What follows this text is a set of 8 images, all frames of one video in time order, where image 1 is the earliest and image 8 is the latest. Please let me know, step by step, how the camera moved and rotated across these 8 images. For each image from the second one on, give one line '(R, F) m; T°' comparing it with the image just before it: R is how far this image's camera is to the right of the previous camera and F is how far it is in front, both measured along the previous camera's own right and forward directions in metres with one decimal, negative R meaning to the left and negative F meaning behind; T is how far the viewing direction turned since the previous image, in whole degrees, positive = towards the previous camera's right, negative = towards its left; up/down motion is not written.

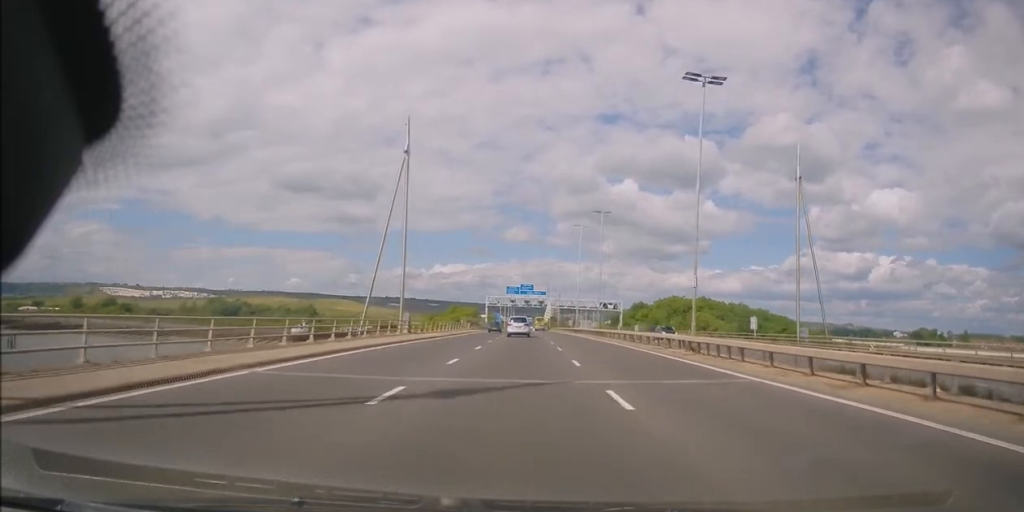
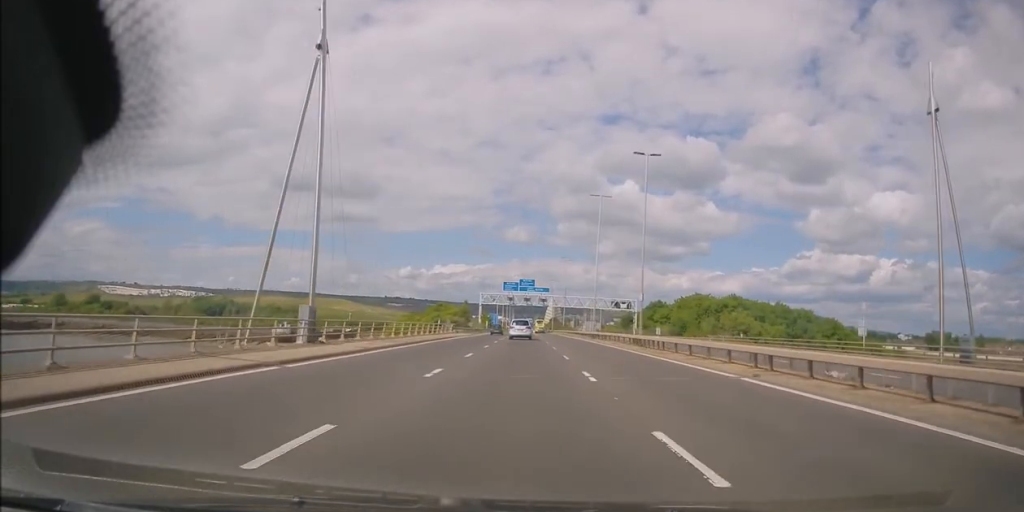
(-0.1, +20.6) m; 0°
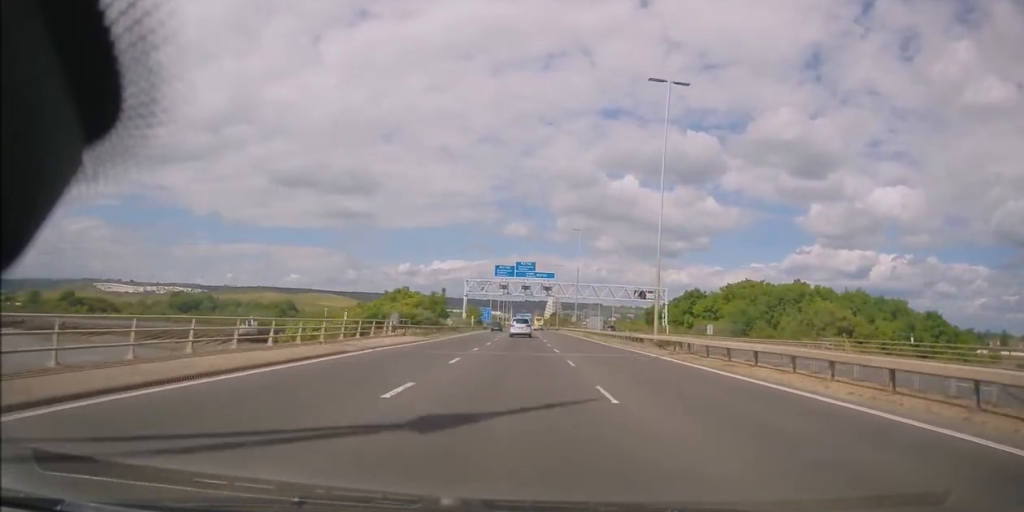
(+0.3, +31.4) m; 0°
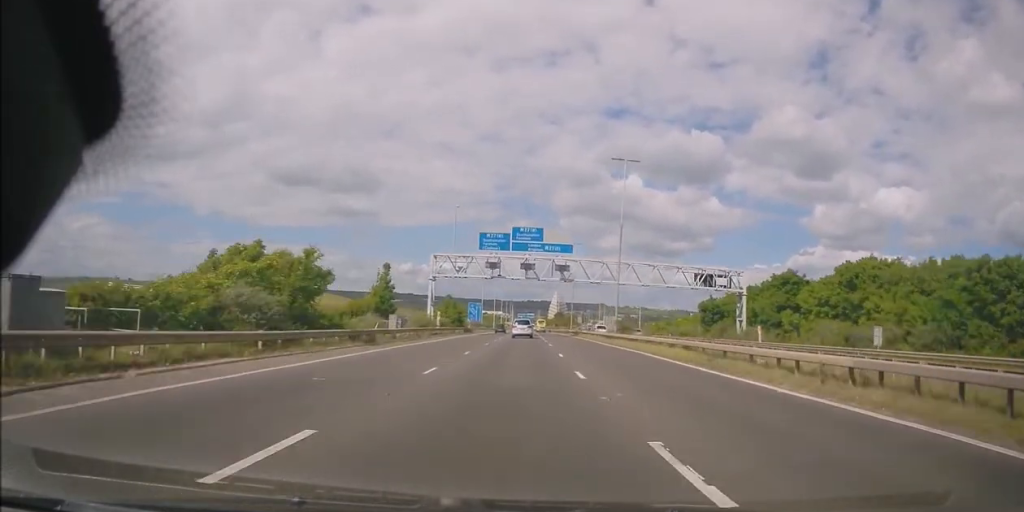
(-0.1, +38.6) m; 0°
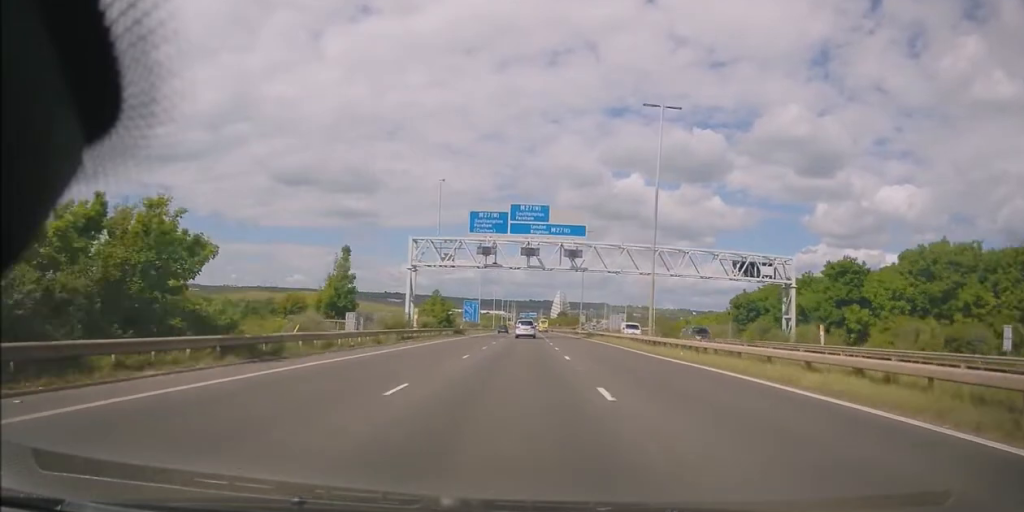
(0.0, +13.0) m; 0°
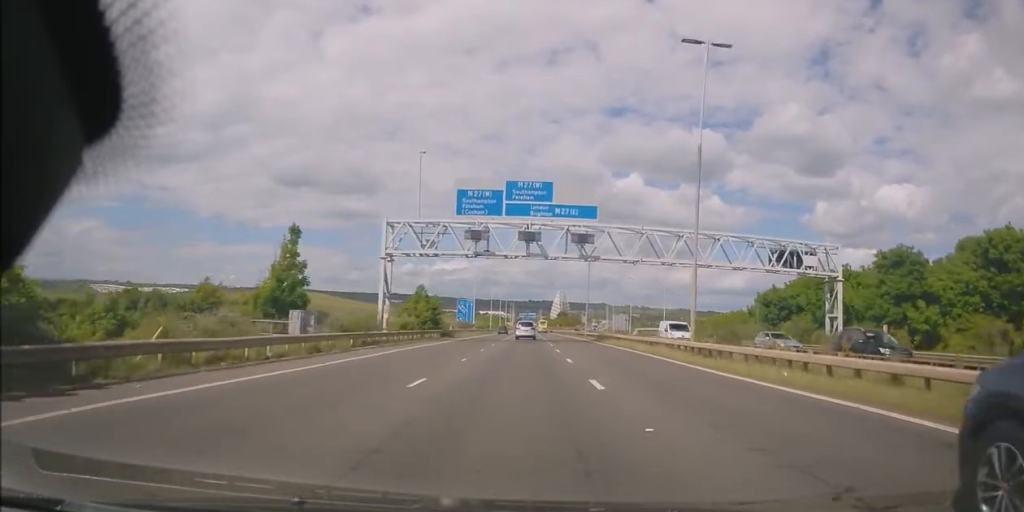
(0.0, +9.3) m; 0°
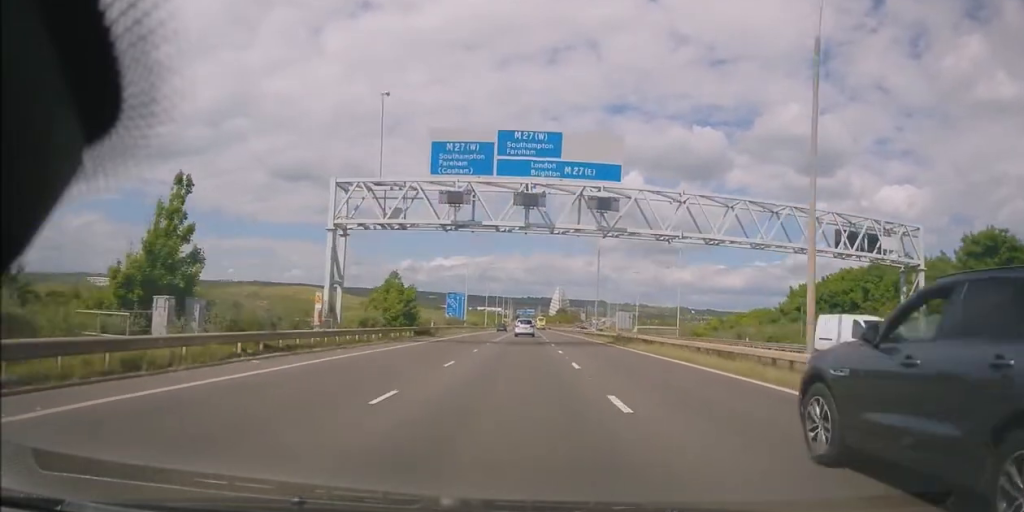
(0.0, +11.6) m; 0°
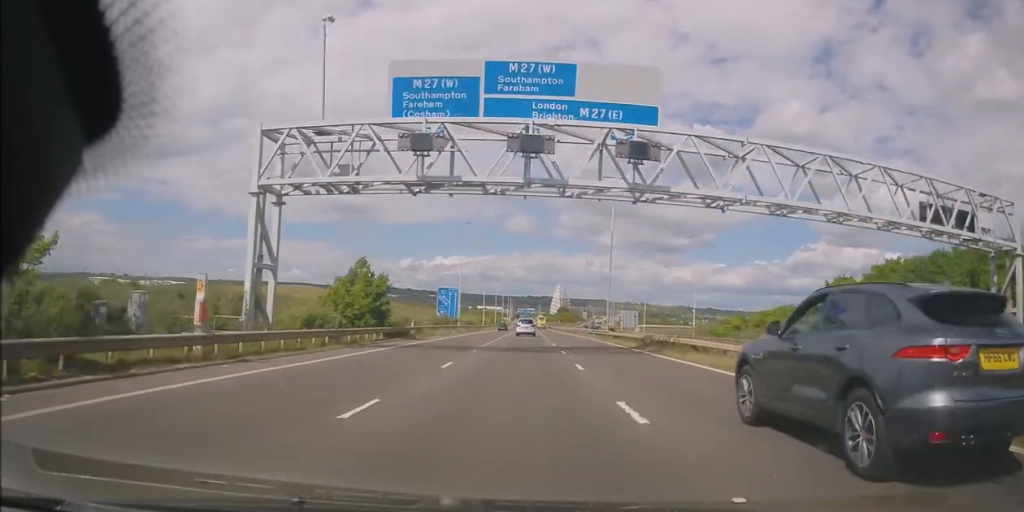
(-0.1, +9.5) m; 0°
